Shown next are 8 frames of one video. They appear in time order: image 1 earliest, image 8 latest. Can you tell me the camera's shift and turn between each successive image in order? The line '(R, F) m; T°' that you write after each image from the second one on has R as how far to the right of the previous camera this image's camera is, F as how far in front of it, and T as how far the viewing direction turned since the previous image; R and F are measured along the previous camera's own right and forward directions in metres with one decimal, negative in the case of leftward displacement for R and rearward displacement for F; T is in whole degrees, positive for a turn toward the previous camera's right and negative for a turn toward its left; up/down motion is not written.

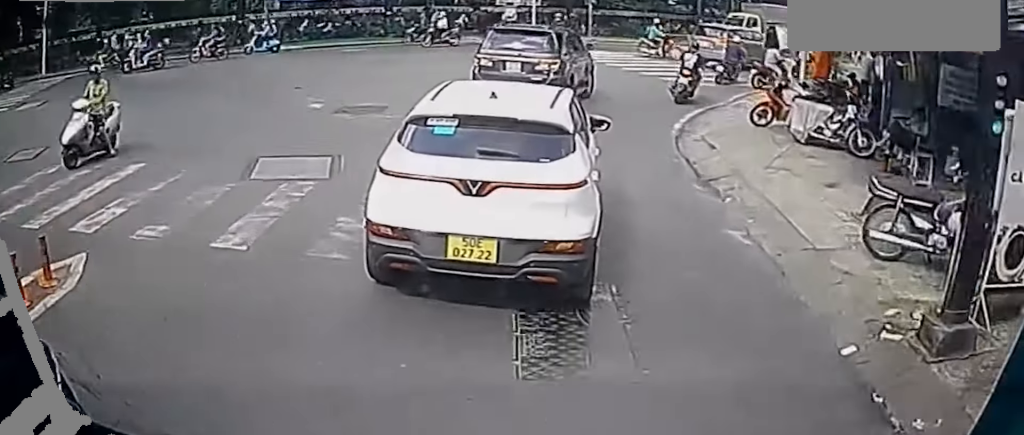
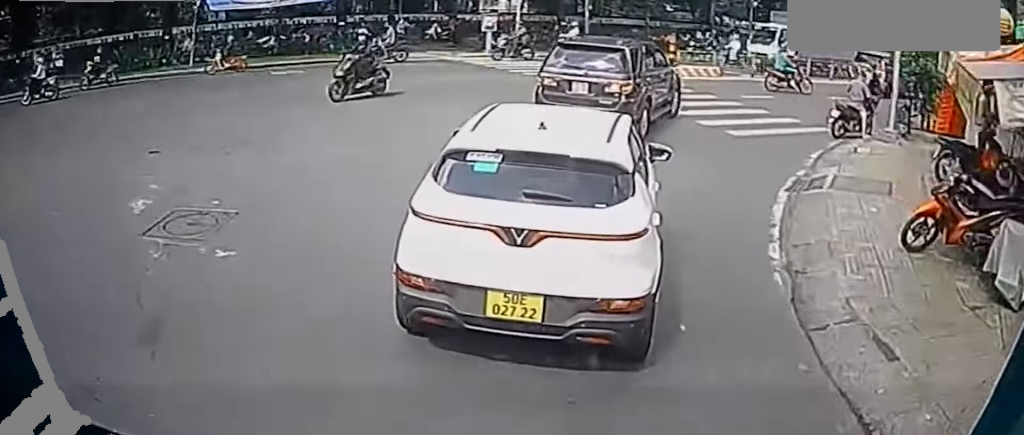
(+0.1, +5.5) m; -1°
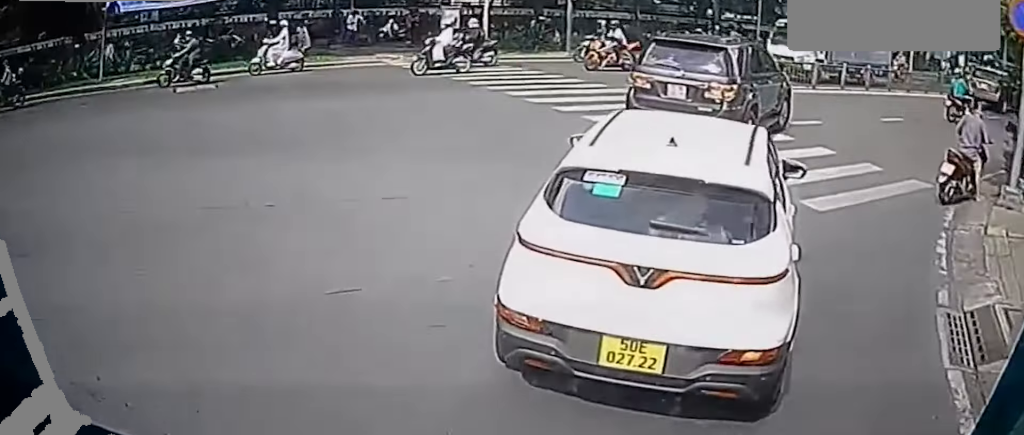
(0.0, +5.5) m; +4°
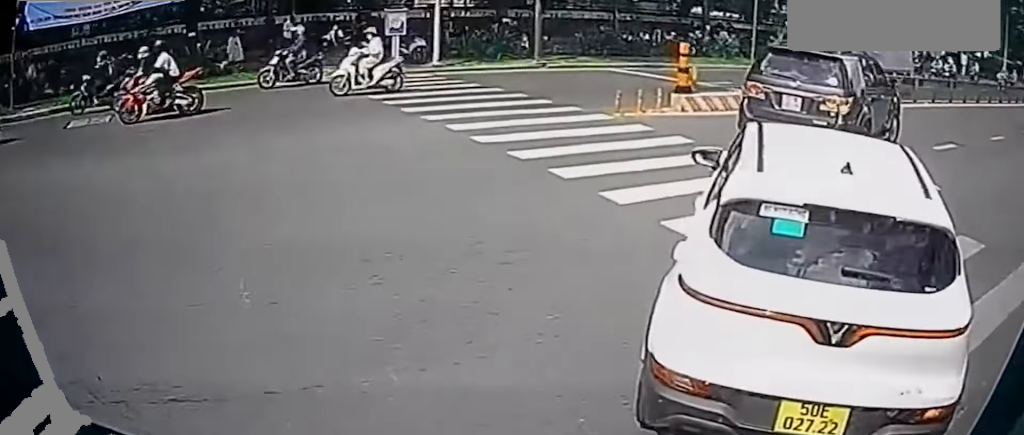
(+0.2, +4.0) m; +6°
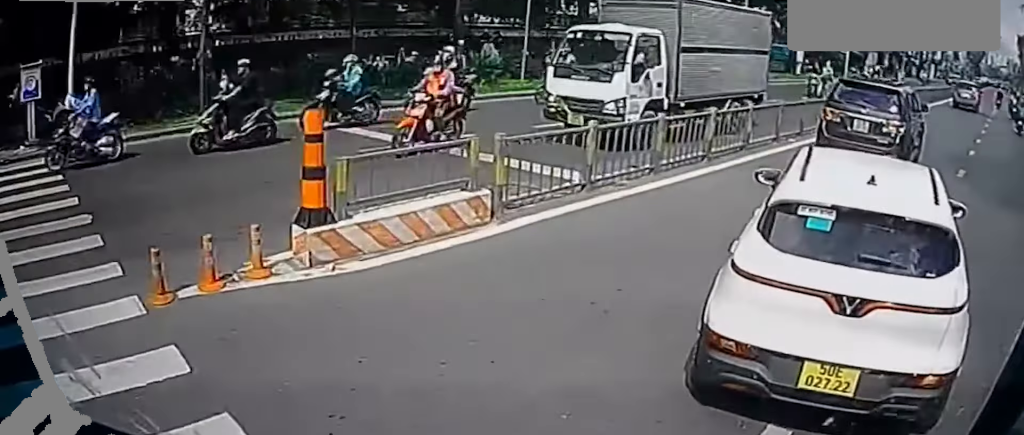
(+1.5, +8.9) m; +22°
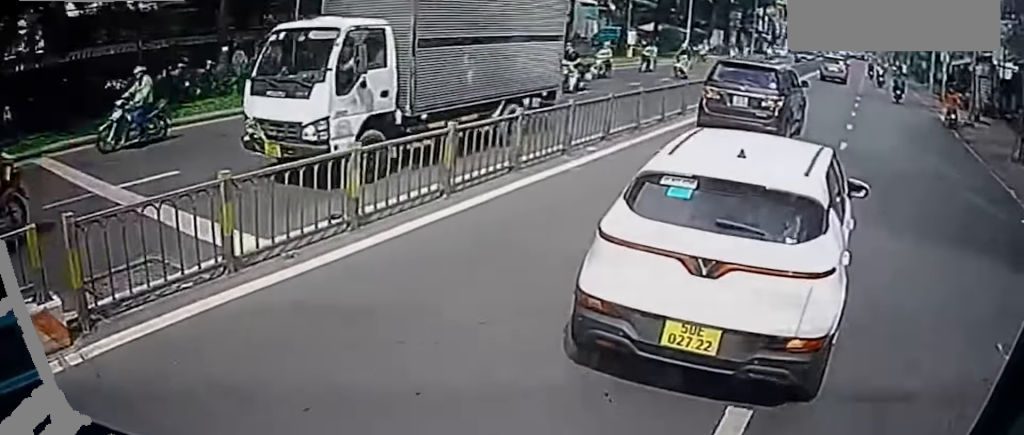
(+0.3, +3.9) m; +9°
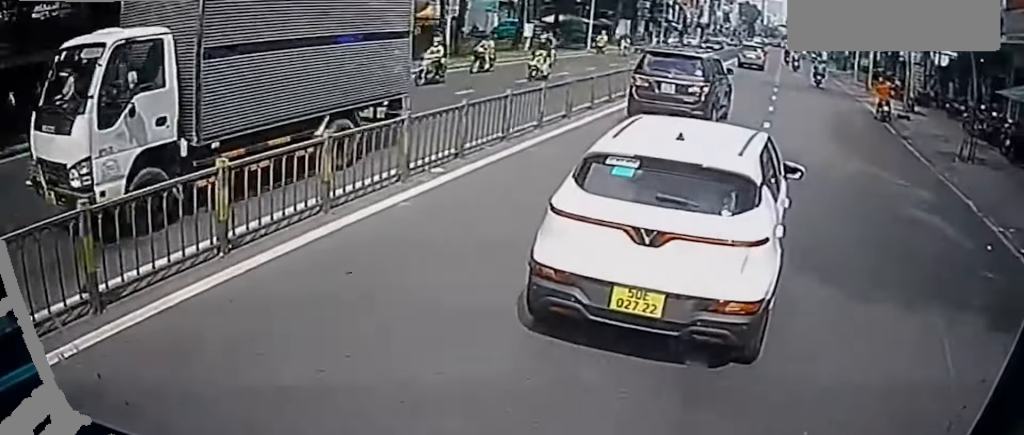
(+0.1, +2.4) m; +6°
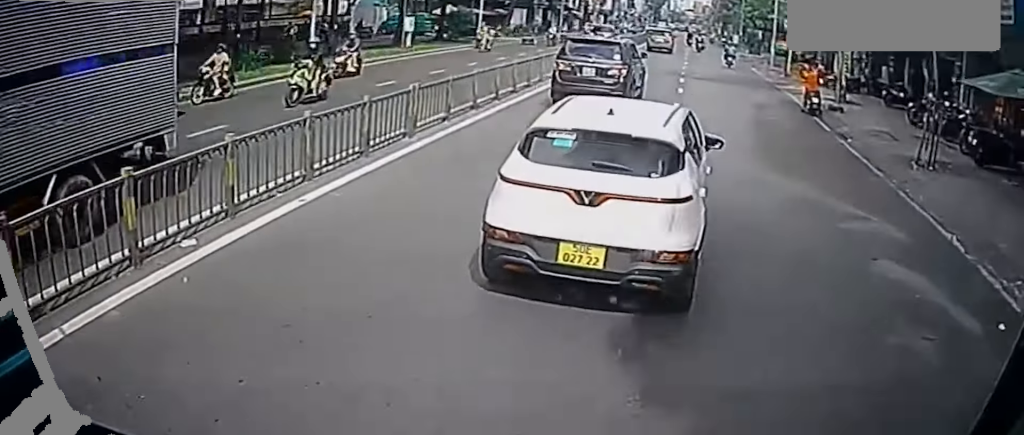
(+0.1, +3.8) m; +9°
